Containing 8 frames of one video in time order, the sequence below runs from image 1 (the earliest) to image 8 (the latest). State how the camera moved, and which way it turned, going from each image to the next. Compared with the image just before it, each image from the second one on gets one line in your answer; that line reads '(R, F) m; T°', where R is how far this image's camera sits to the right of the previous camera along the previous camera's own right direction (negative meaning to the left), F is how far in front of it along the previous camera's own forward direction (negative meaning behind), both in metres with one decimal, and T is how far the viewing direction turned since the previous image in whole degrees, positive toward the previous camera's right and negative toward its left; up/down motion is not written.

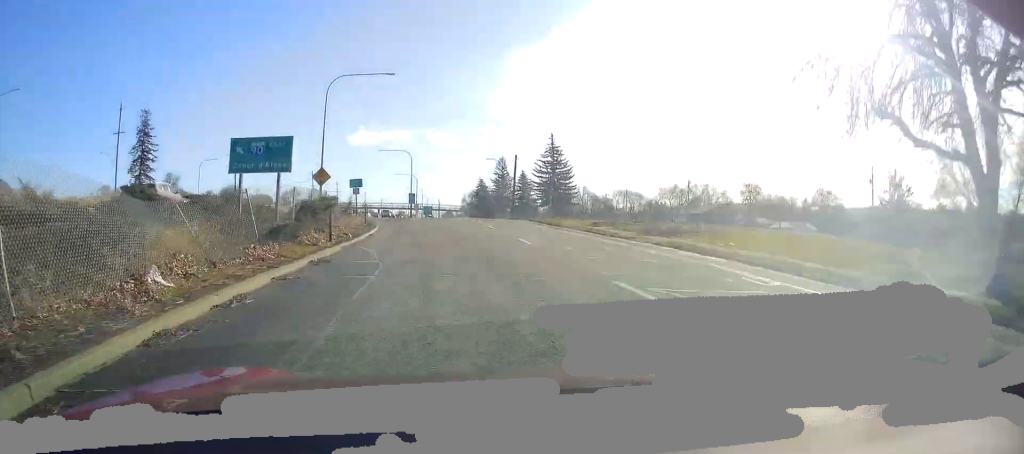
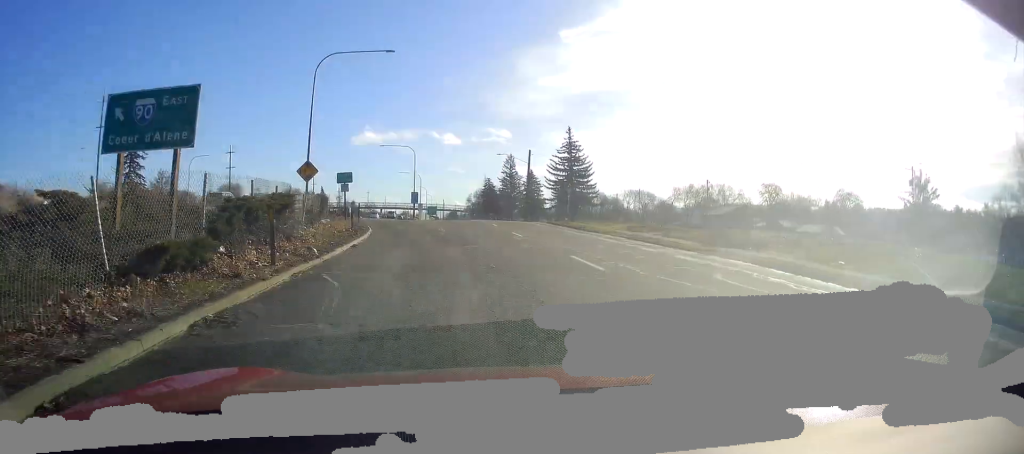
(-0.4, +7.9) m; -3°
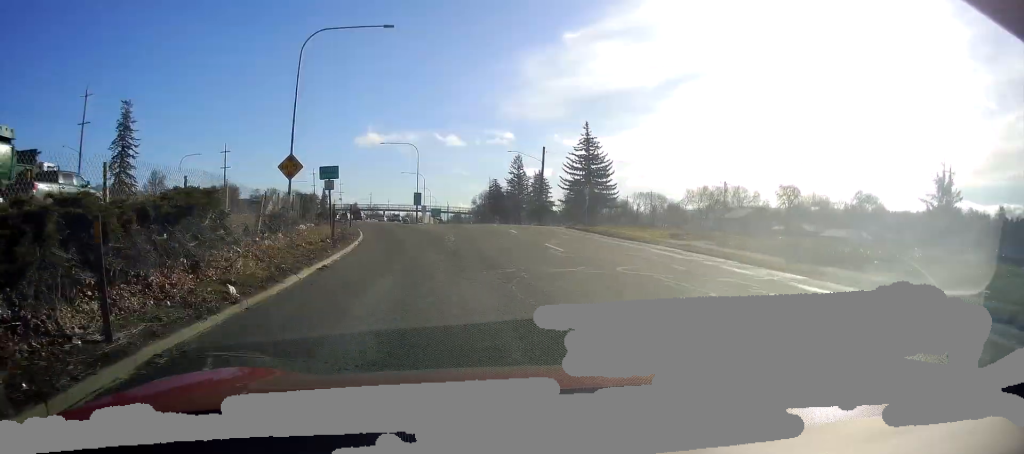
(-0.1, +7.1) m; -1°
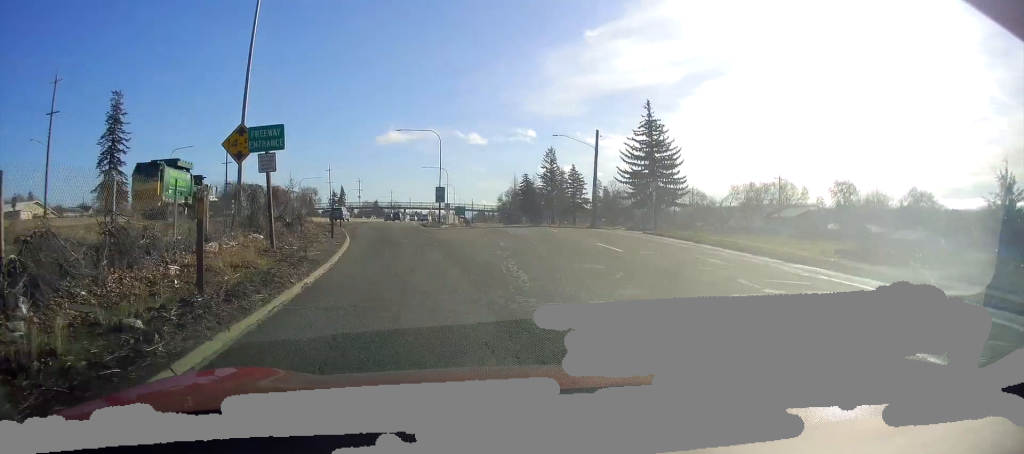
(-0.1, +14.4) m; -2°
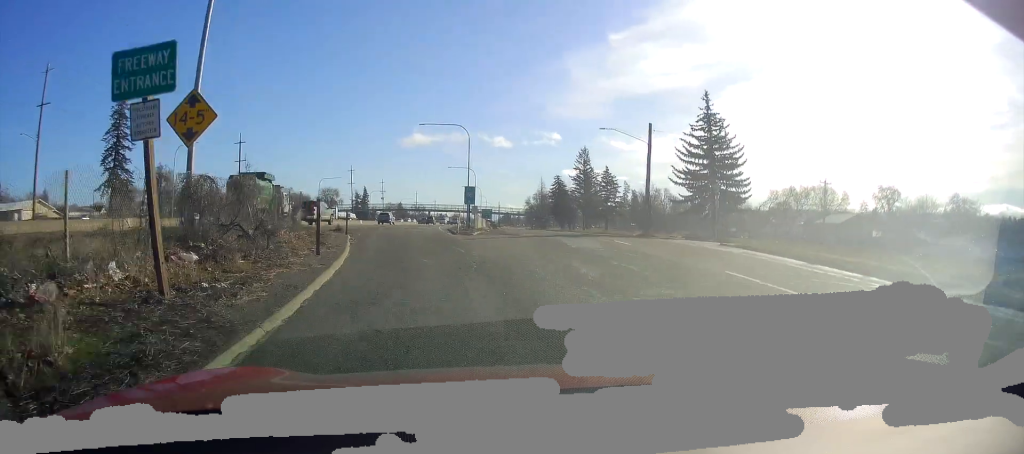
(0.0, +7.7) m; -1°
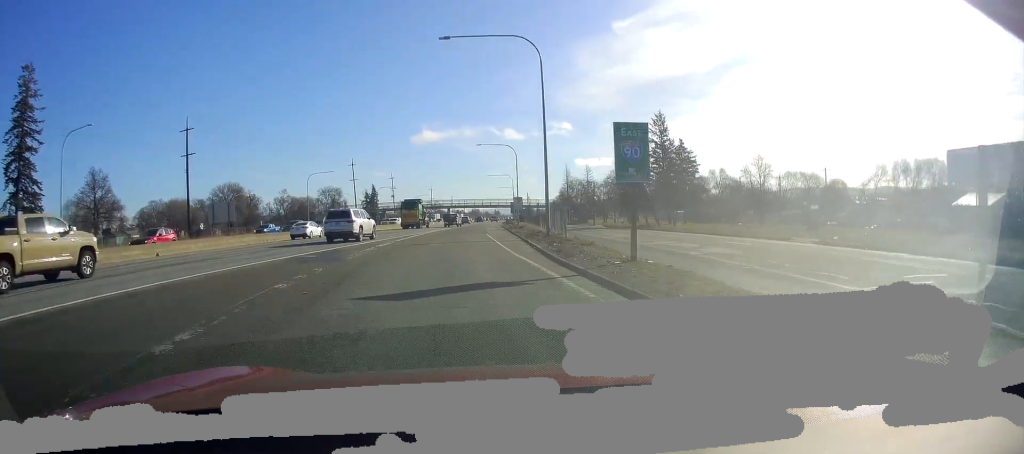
(+0.6, +34.2) m; +6°
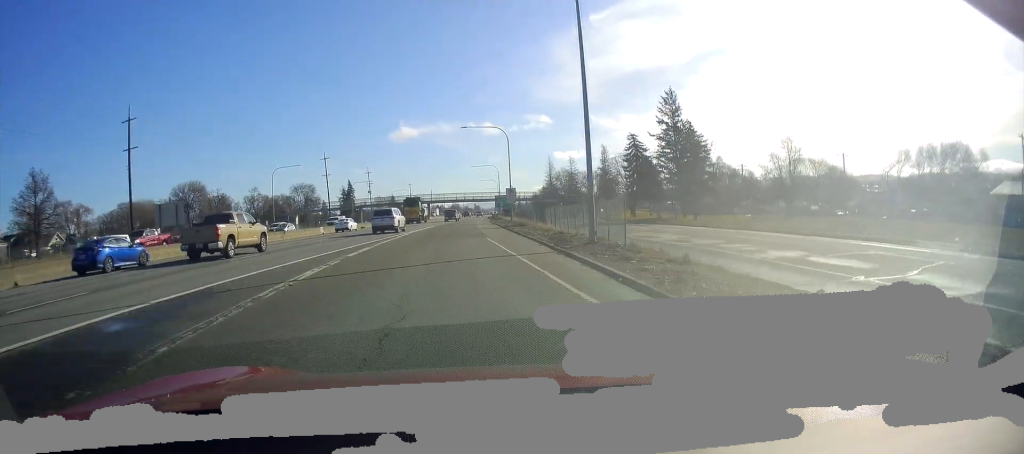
(+0.5, +11.6) m; +2°
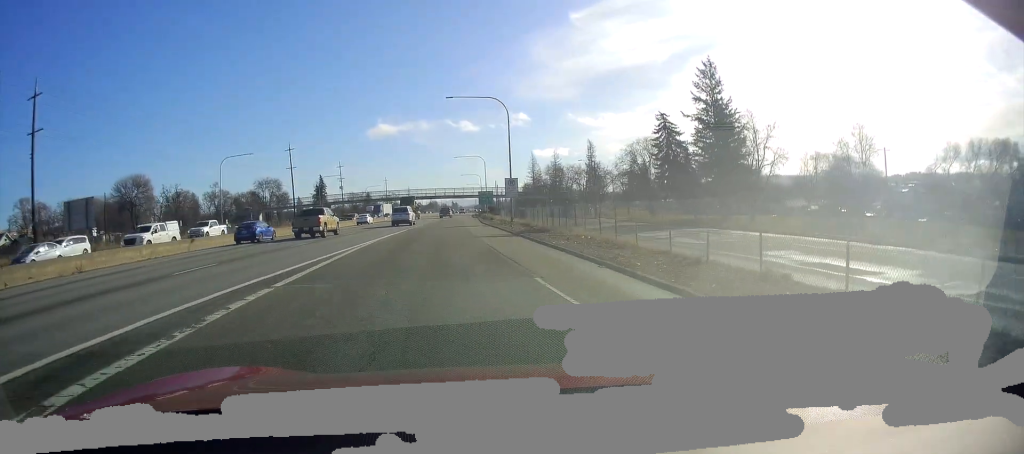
(+0.1, +15.1) m; +1°
